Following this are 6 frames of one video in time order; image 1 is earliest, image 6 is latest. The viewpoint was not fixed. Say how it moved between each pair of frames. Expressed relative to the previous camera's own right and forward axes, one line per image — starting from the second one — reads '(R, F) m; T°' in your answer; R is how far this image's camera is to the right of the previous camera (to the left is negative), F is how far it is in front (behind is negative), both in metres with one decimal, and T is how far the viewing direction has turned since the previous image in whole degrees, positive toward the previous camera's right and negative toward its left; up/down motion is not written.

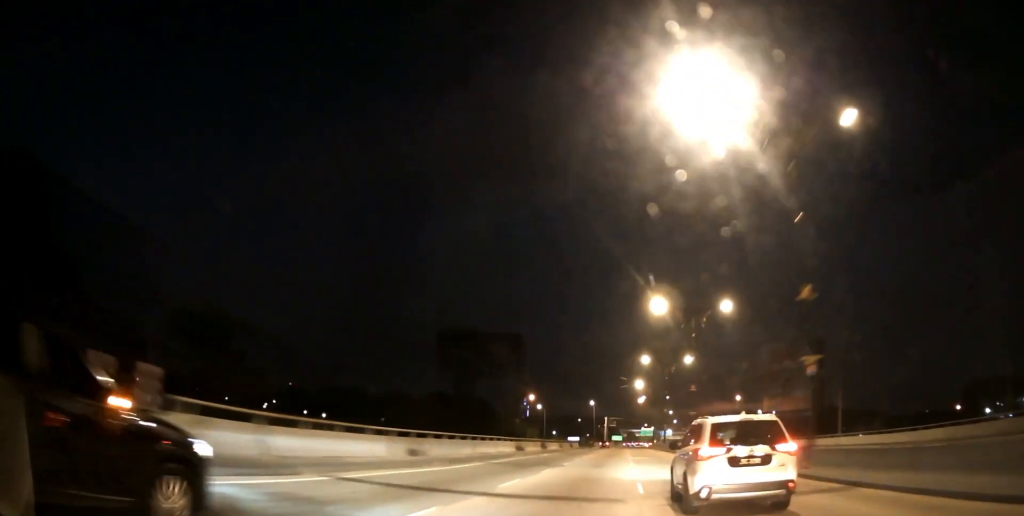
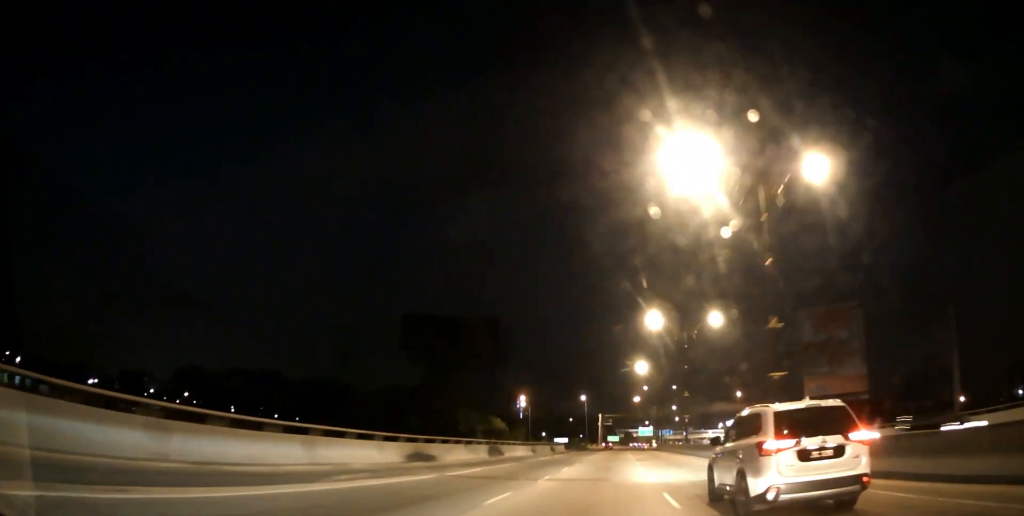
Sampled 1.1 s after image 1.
(0.0, +24.5) m; 0°
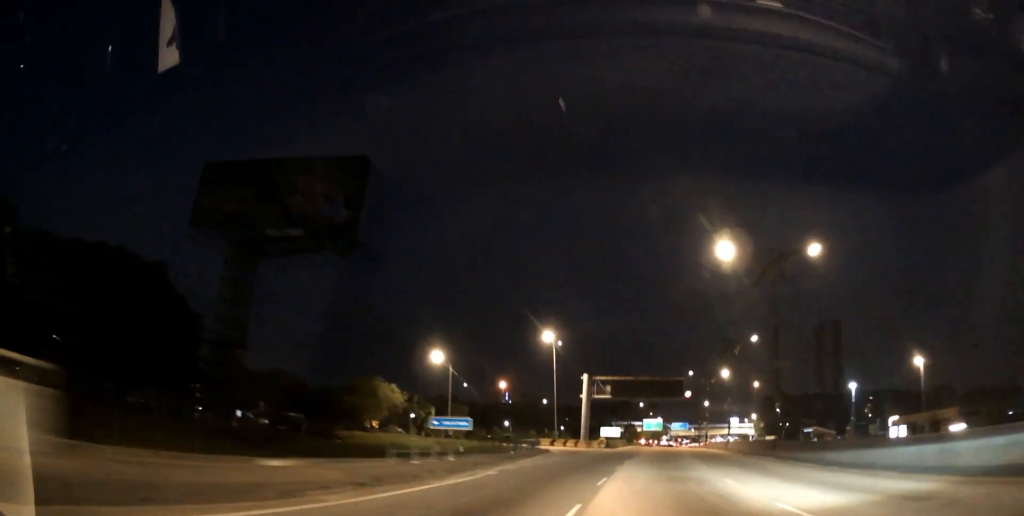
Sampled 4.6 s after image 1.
(+0.4, +81.7) m; +1°
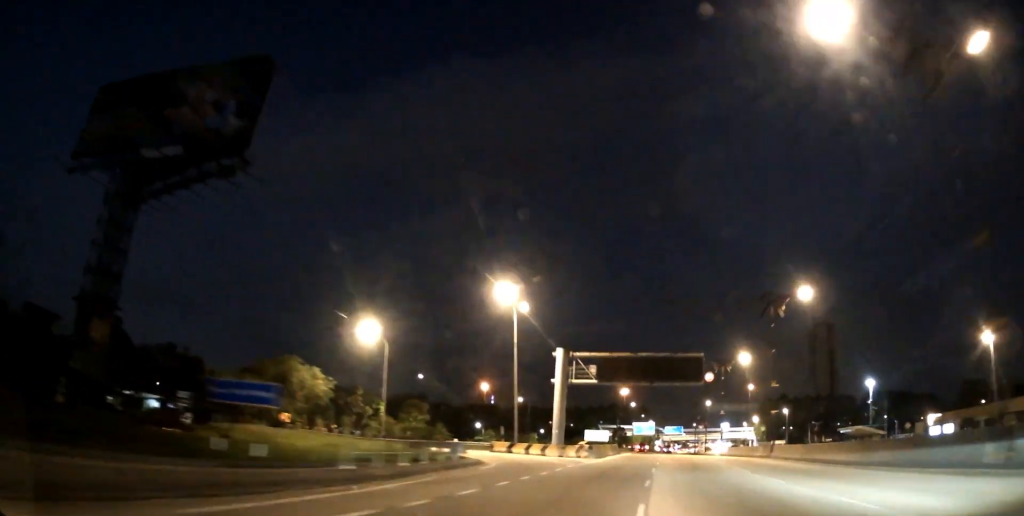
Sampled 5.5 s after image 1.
(+0.2, +21.5) m; +1°
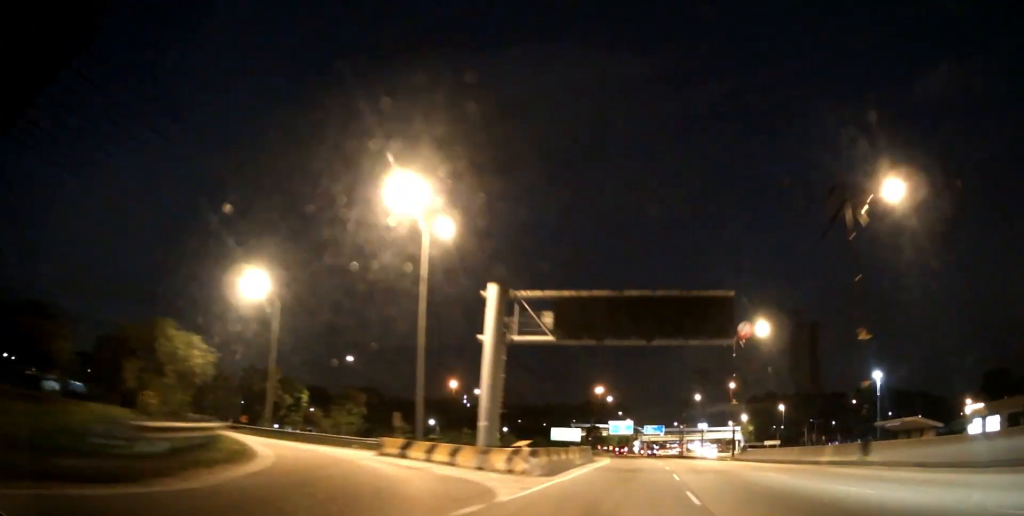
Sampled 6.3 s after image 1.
(+0.2, +19.2) m; +2°
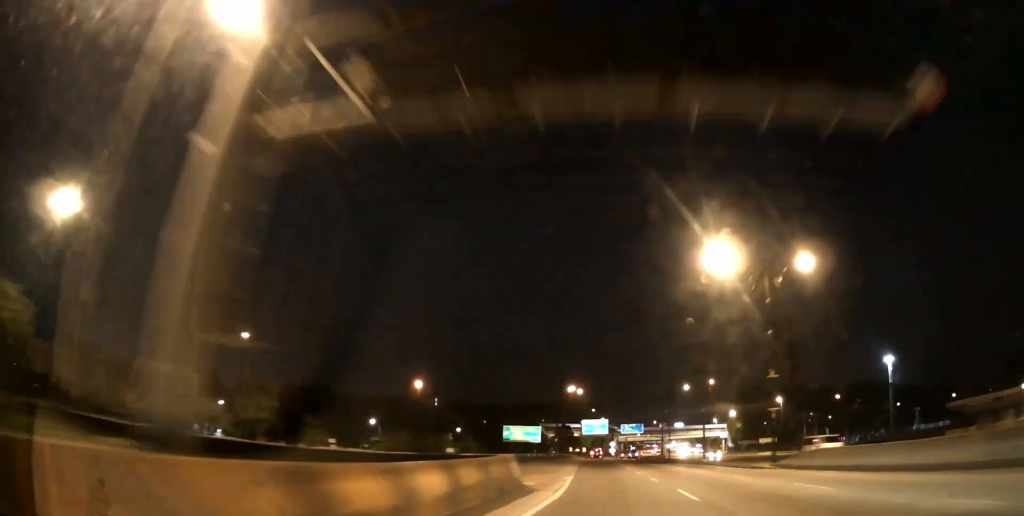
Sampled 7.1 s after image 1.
(+0.4, +19.3) m; +3°
